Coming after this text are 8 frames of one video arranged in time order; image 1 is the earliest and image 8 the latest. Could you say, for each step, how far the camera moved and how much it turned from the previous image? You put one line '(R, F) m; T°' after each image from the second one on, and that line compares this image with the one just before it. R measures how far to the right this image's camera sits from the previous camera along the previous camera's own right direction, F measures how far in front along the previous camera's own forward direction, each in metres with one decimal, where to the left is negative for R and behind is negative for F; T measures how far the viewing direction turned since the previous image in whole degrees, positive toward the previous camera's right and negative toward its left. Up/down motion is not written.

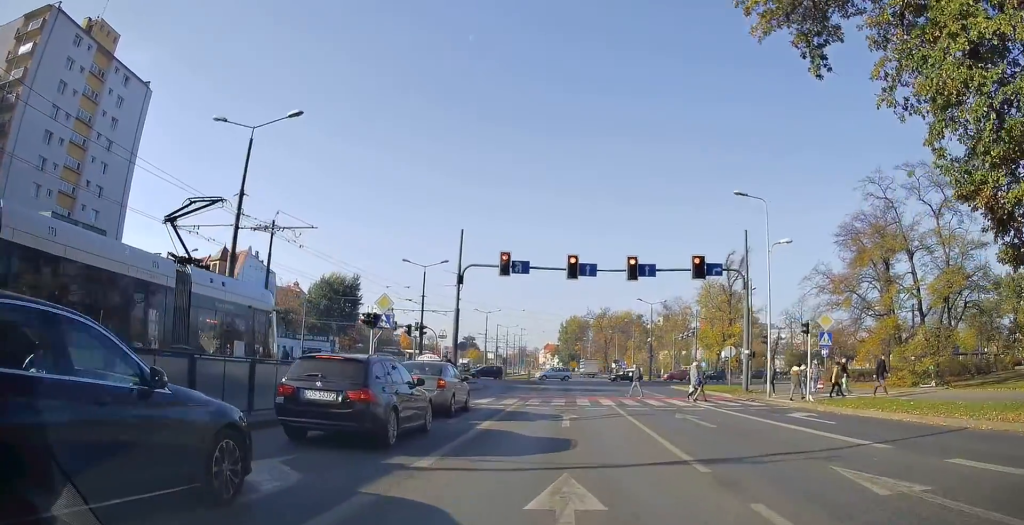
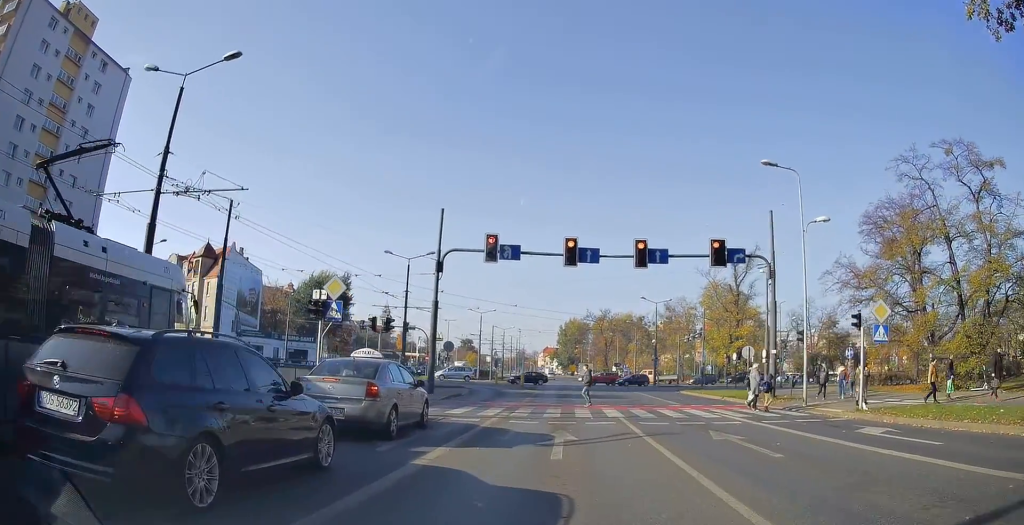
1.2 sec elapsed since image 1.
(+0.3, +6.1) m; +1°
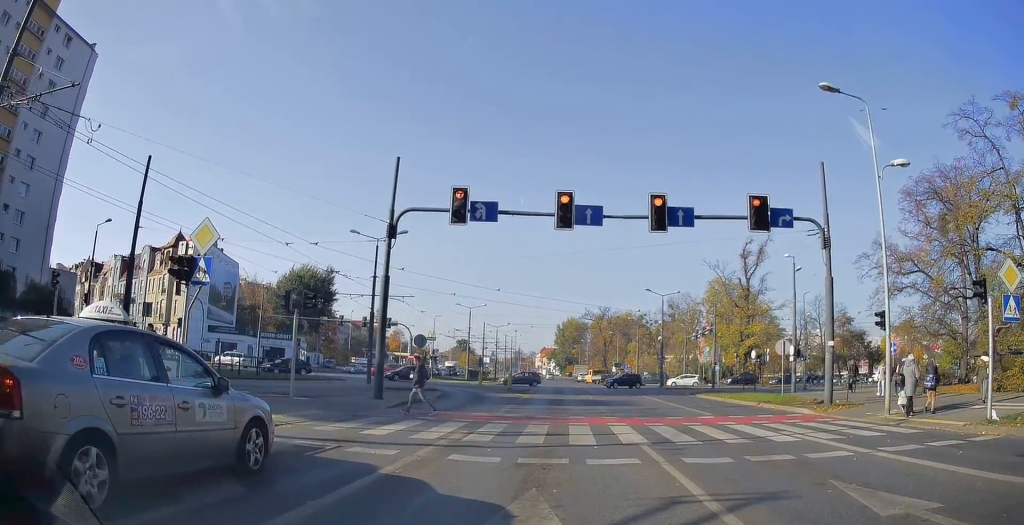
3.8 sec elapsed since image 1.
(+0.1, +7.3) m; -1°
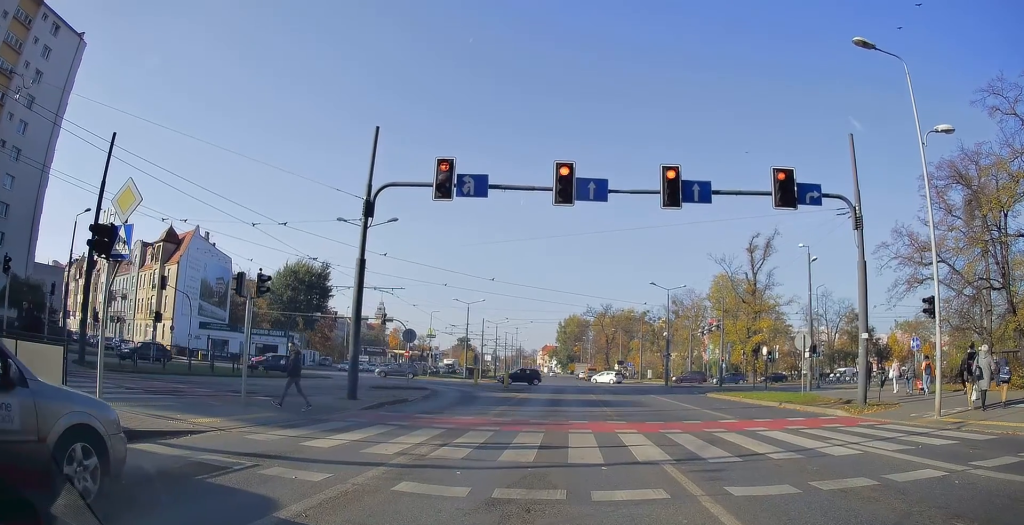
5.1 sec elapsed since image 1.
(-0.3, +2.8) m; -5°
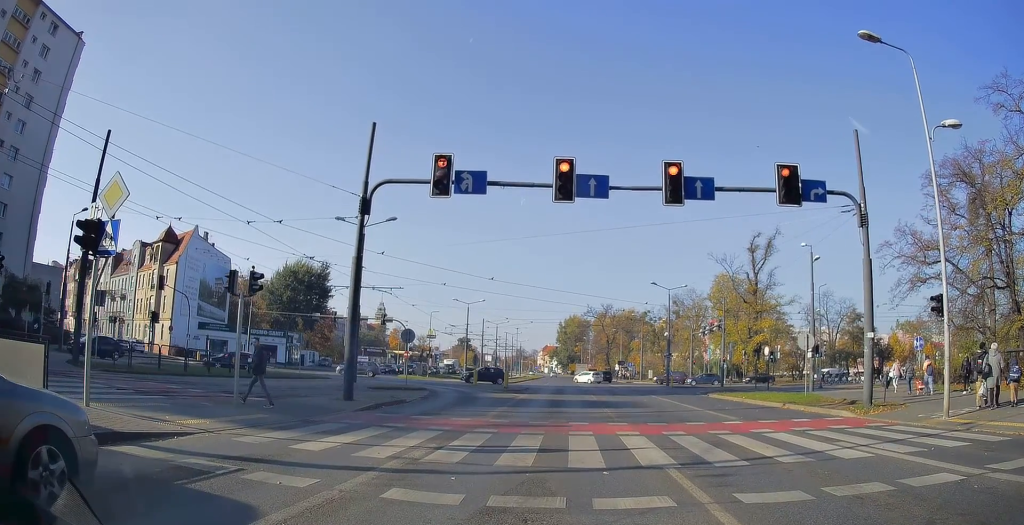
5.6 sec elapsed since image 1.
(0.0, +0.5) m; 0°
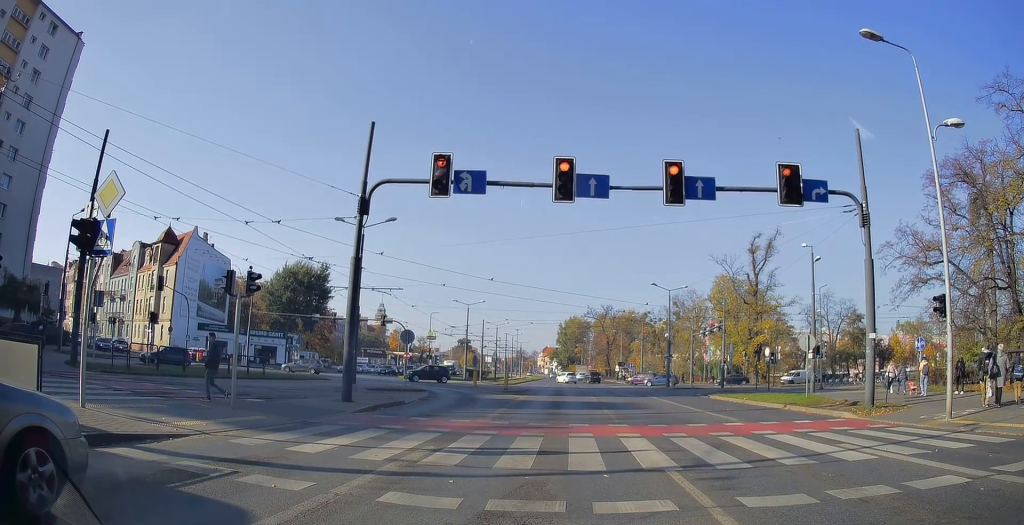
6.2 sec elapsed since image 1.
(0.0, +0.4) m; 0°
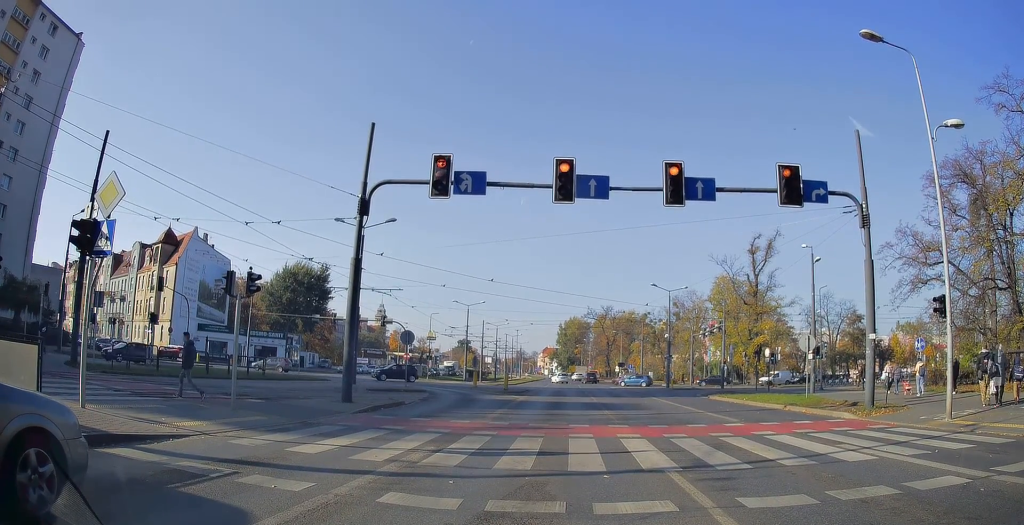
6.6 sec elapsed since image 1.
(0.0, 0.0) m; 0°
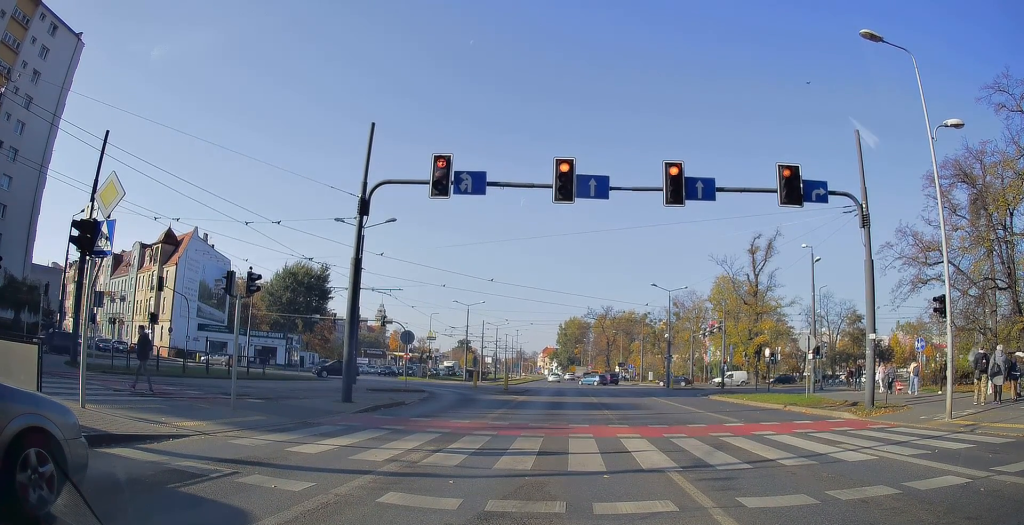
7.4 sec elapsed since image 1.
(0.0, 0.0) m; 0°
